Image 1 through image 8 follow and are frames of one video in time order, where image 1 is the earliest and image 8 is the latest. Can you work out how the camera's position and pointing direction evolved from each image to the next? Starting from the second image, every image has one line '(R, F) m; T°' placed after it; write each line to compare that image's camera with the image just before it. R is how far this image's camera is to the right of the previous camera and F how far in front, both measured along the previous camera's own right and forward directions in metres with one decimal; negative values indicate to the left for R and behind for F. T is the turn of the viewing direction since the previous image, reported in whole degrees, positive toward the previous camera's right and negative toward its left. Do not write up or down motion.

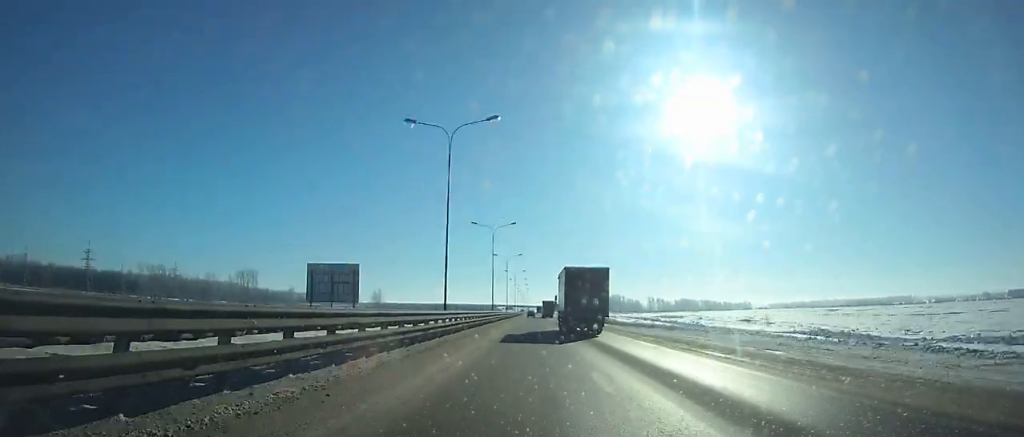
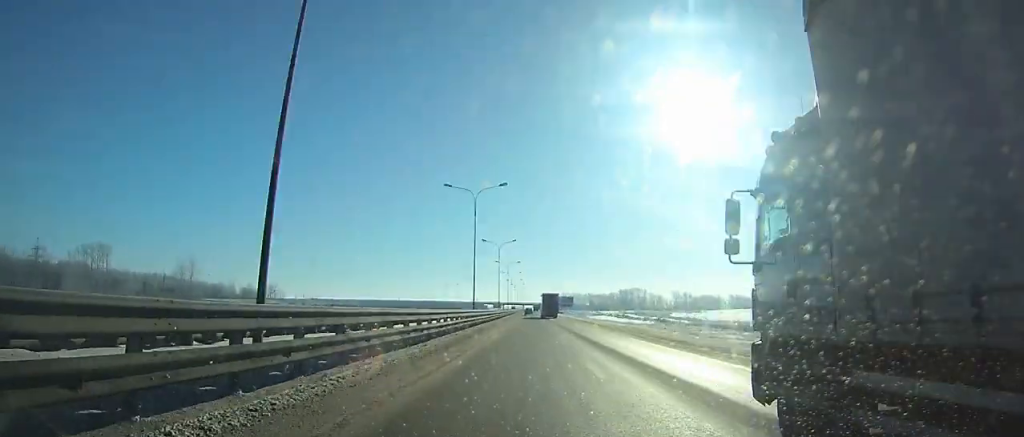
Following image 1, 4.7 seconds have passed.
(-0.3, +140.8) m; 0°
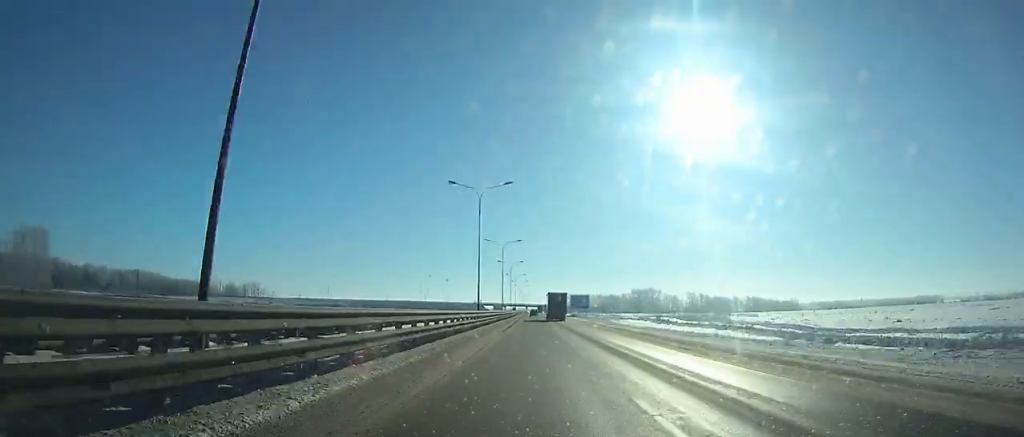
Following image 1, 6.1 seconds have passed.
(0.0, +41.5) m; 0°
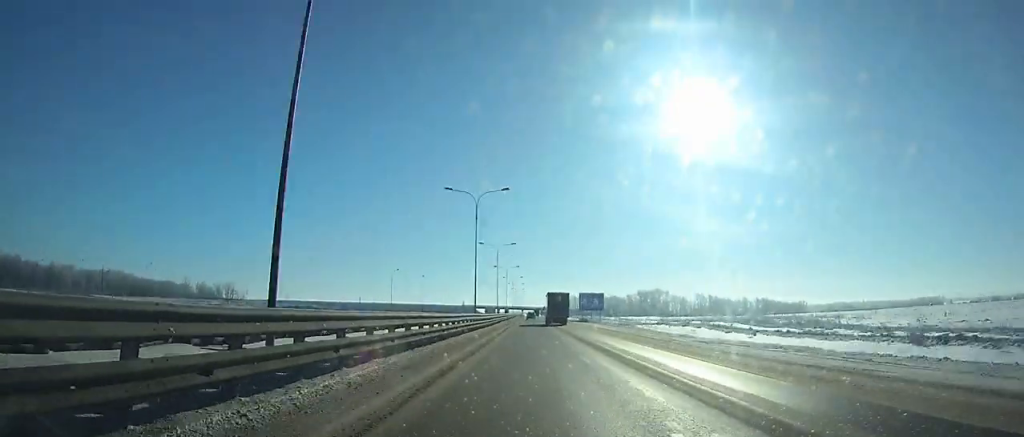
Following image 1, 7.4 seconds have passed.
(0.0, +38.6) m; 0°
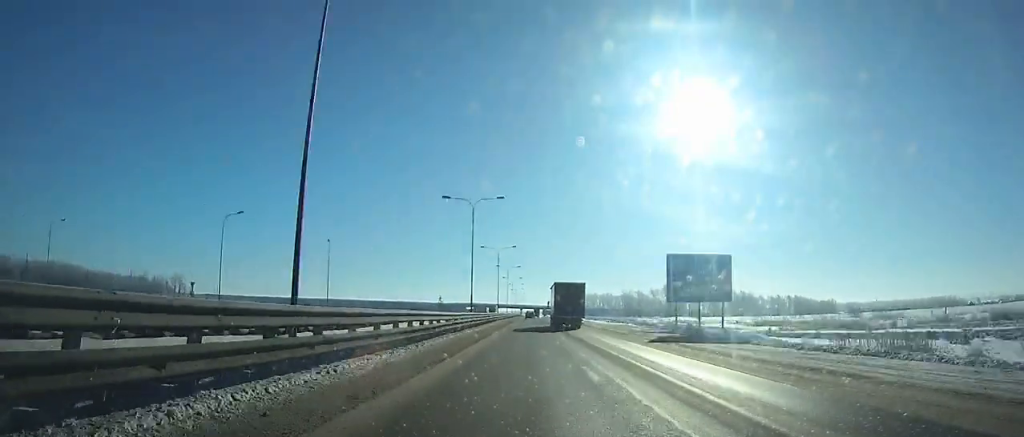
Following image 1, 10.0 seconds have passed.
(+0.1, +76.2) m; 0°
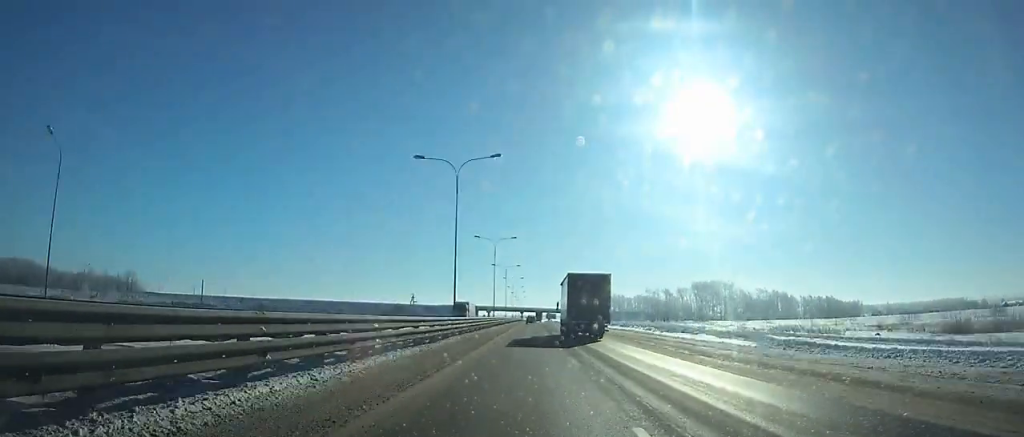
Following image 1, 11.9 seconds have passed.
(0.0, +55.0) m; 0°
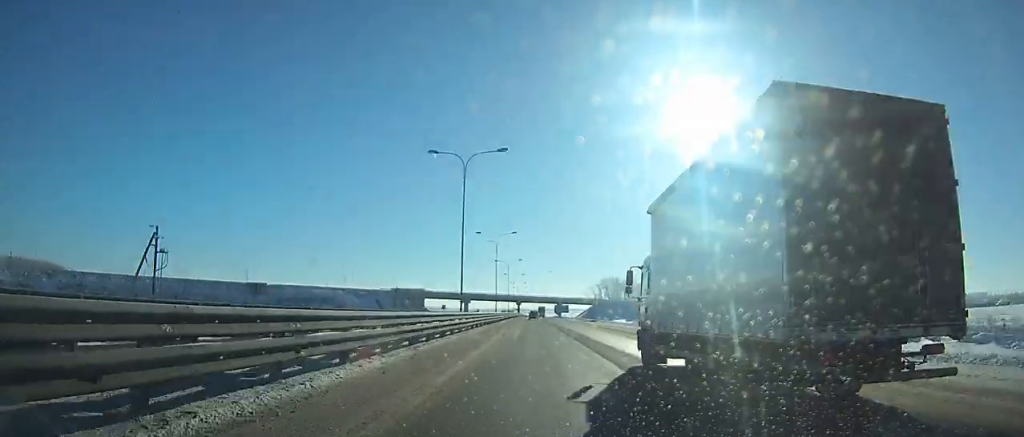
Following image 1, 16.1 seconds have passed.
(0.0, +119.5) m; 0°
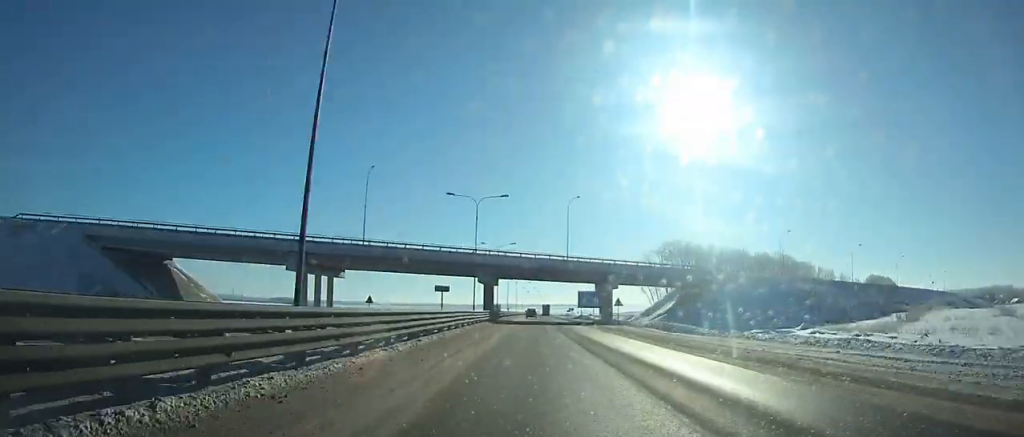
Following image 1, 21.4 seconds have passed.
(+0.3, +146.1) m; 0°
